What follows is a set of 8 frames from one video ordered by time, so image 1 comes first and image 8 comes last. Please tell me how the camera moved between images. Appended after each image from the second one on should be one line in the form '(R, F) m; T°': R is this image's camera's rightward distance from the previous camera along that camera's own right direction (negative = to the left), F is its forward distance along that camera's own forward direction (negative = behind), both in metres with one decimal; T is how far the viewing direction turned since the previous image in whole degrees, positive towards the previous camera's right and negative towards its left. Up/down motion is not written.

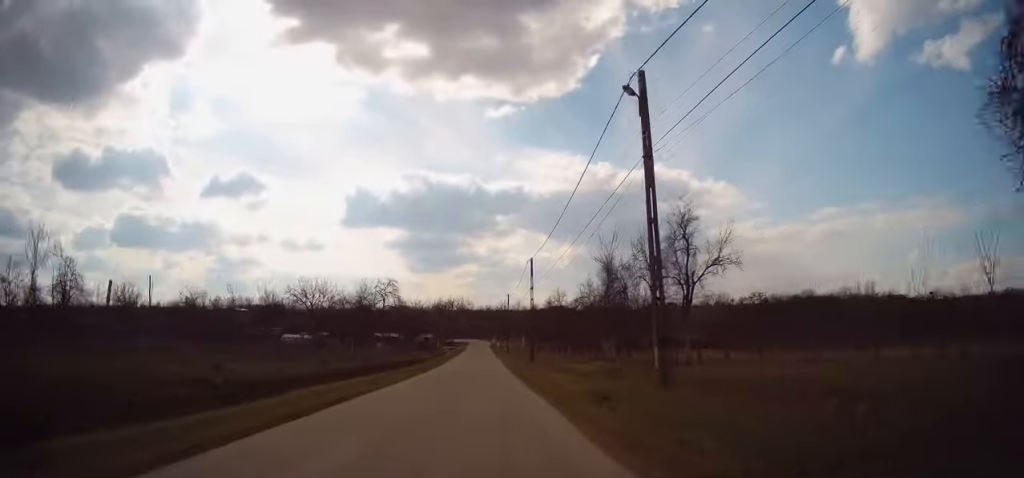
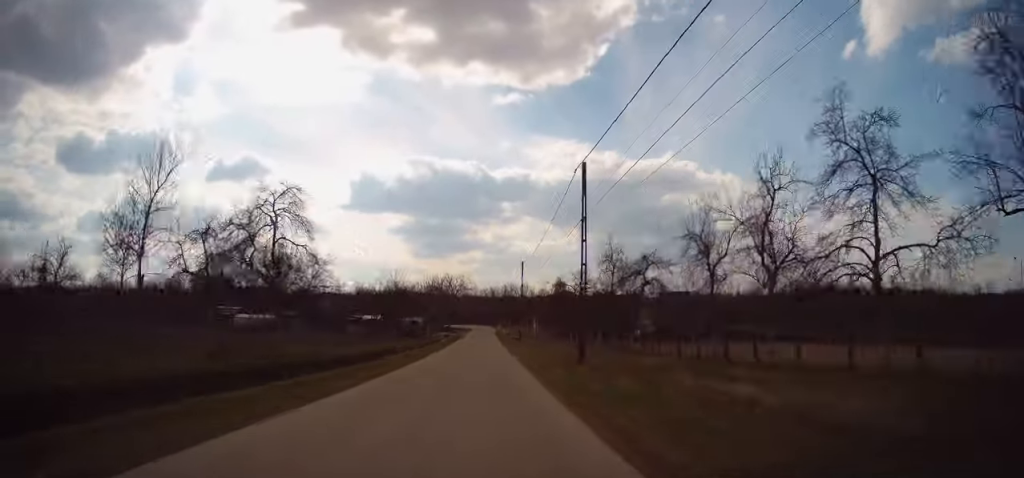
(-0.2, +22.3) m; 0°
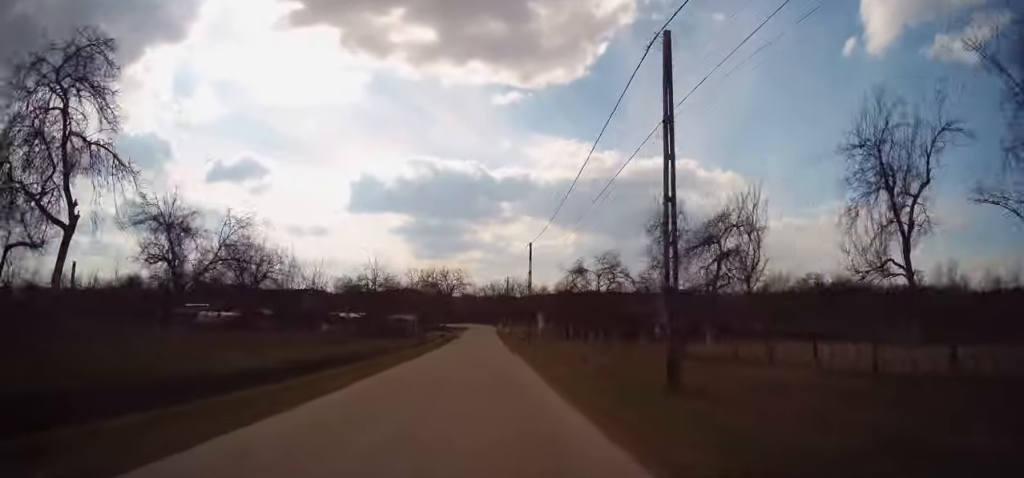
(0.0, +11.1) m; 0°
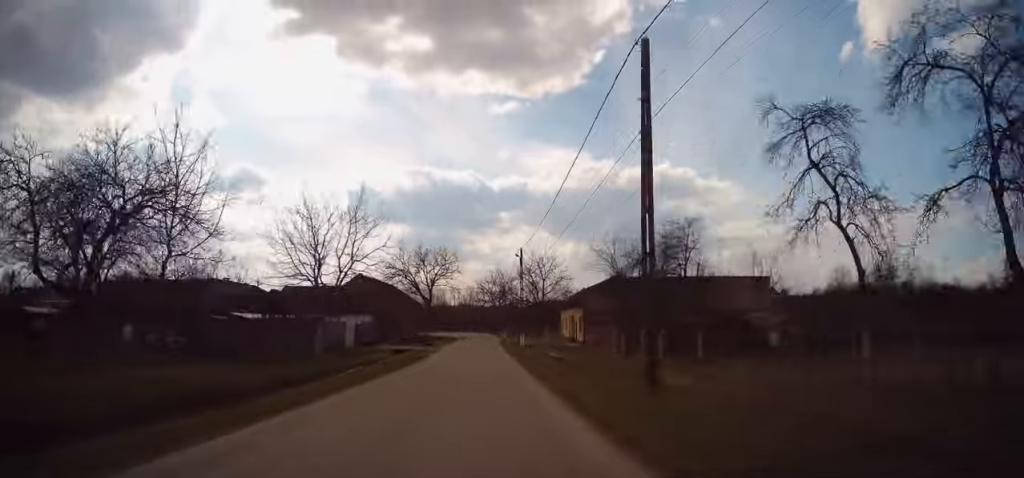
(+0.5, +34.4) m; 0°
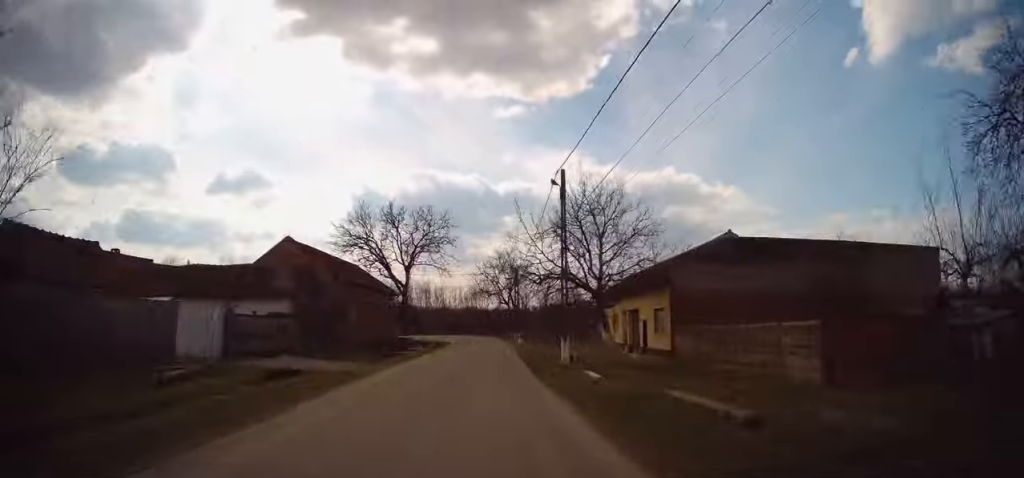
(-0.5, +22.8) m; -1°
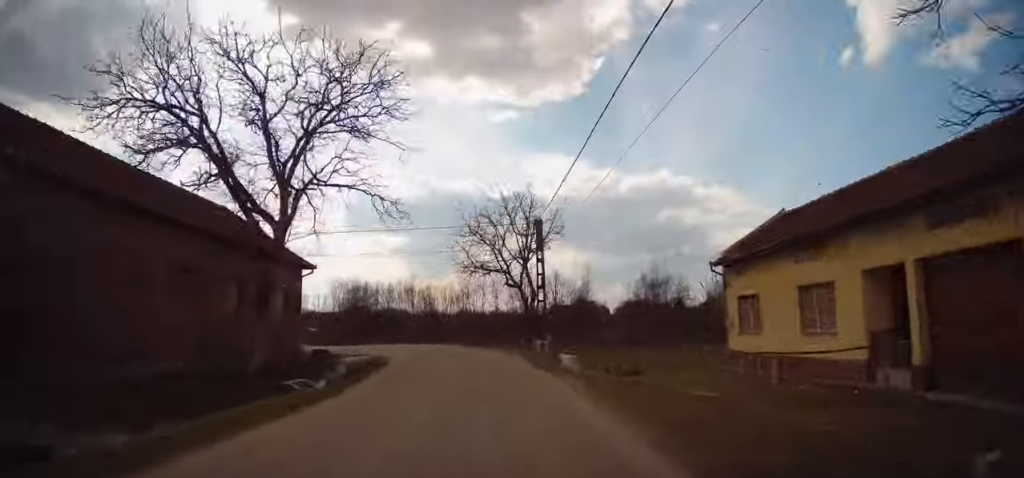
(+0.5, +24.6) m; +1°
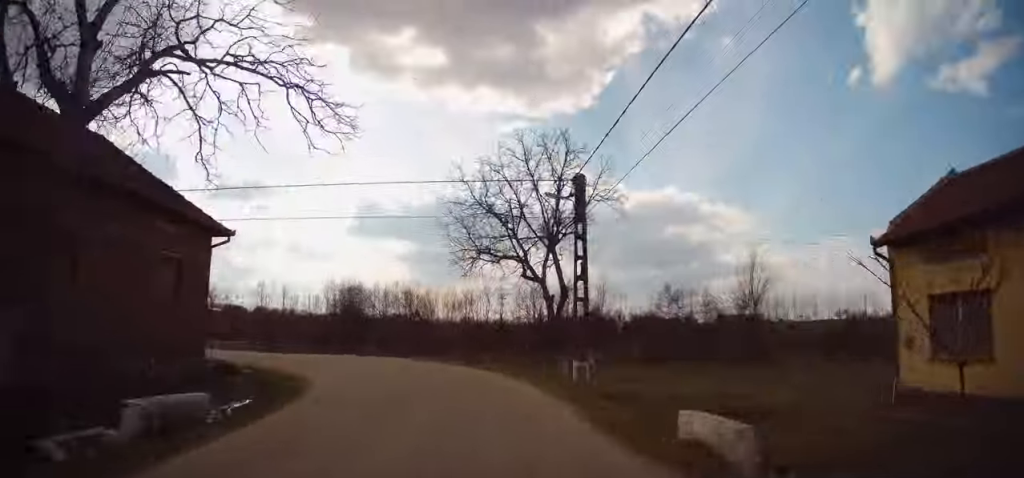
(+0.1, +9.5) m; -2°
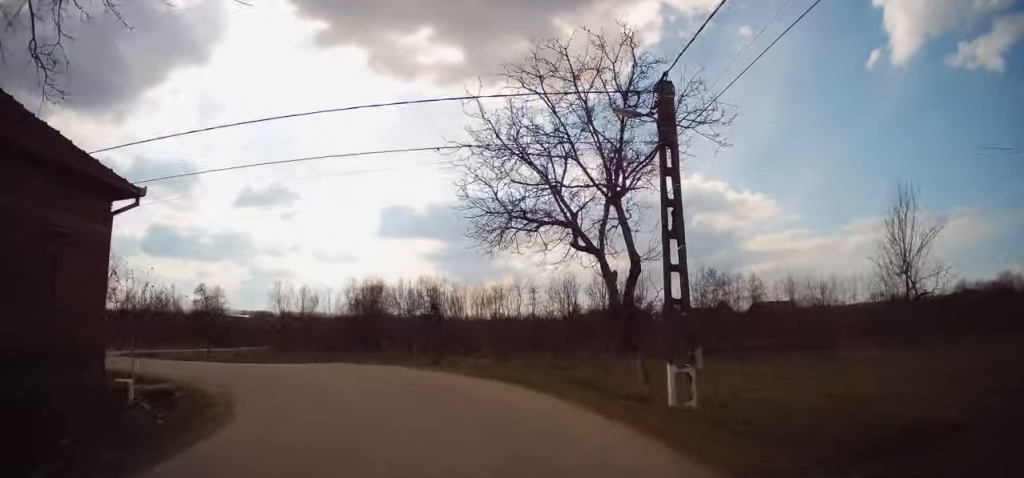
(+0.2, +6.3) m; -5°
